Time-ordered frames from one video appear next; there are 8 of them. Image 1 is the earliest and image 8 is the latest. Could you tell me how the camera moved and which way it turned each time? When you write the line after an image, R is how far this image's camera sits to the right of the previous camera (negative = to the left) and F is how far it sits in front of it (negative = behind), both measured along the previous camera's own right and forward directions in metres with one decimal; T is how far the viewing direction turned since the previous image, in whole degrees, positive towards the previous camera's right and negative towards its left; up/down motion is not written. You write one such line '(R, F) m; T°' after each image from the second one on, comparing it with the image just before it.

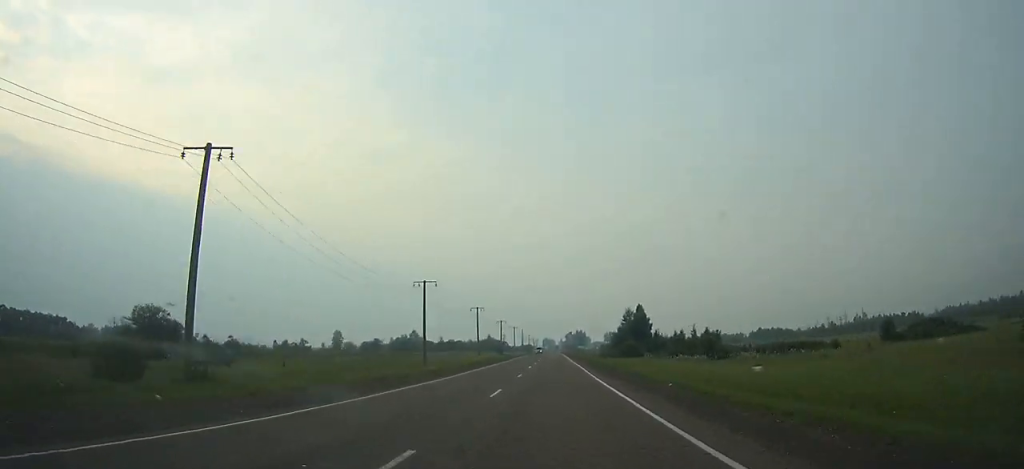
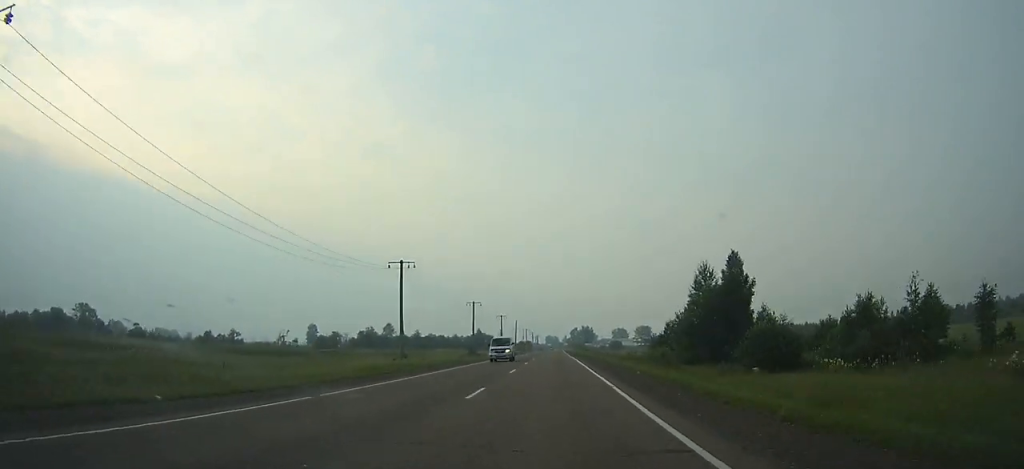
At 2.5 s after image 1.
(0.0, +61.4) m; 0°
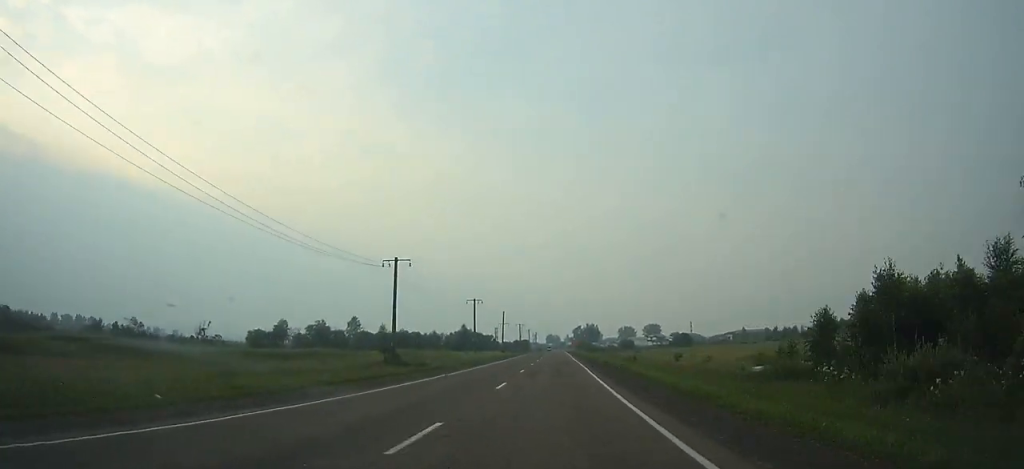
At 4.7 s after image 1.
(-0.1, +52.9) m; 0°
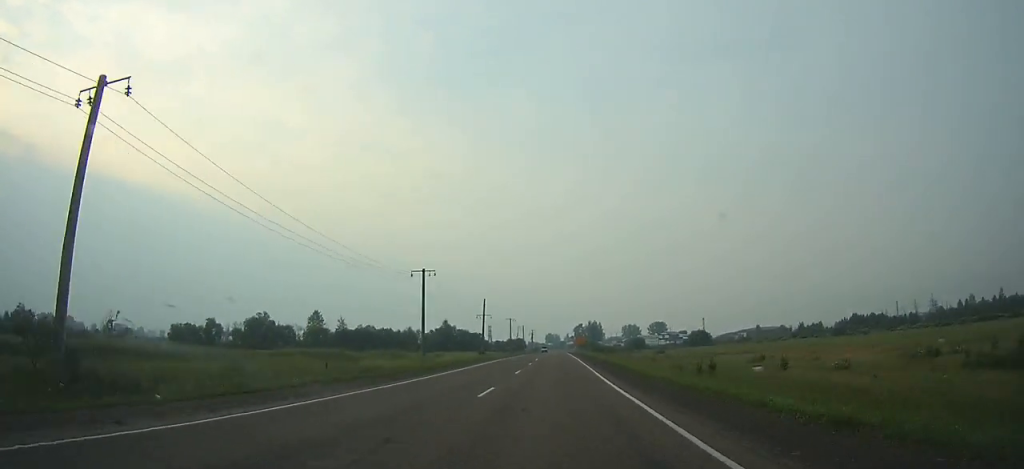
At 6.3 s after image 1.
(0.0, +37.9) m; 0°
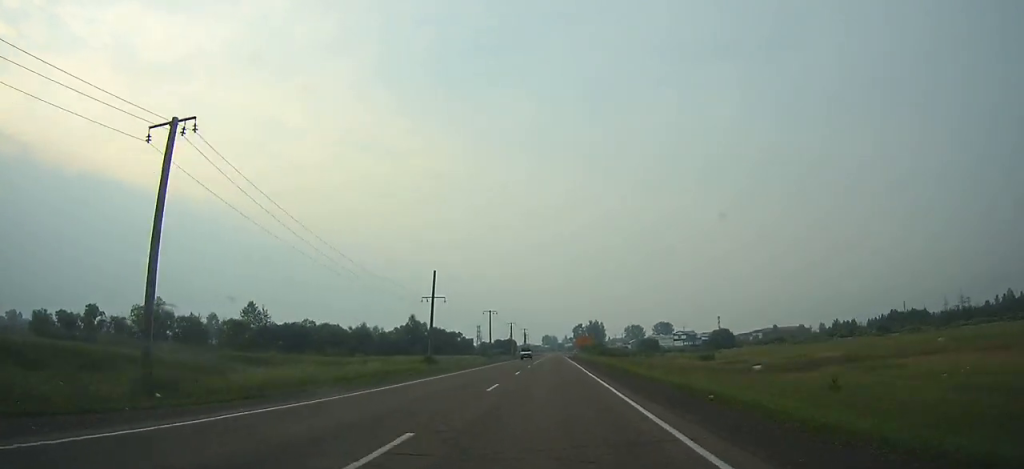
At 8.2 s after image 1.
(-0.1, +45.6) m; 0°
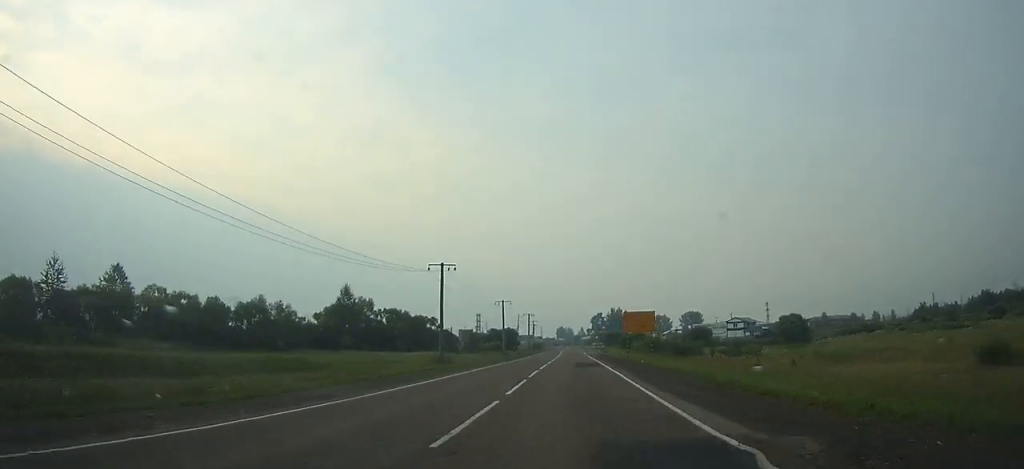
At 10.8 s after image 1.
(-0.1, +63.4) m; 0°
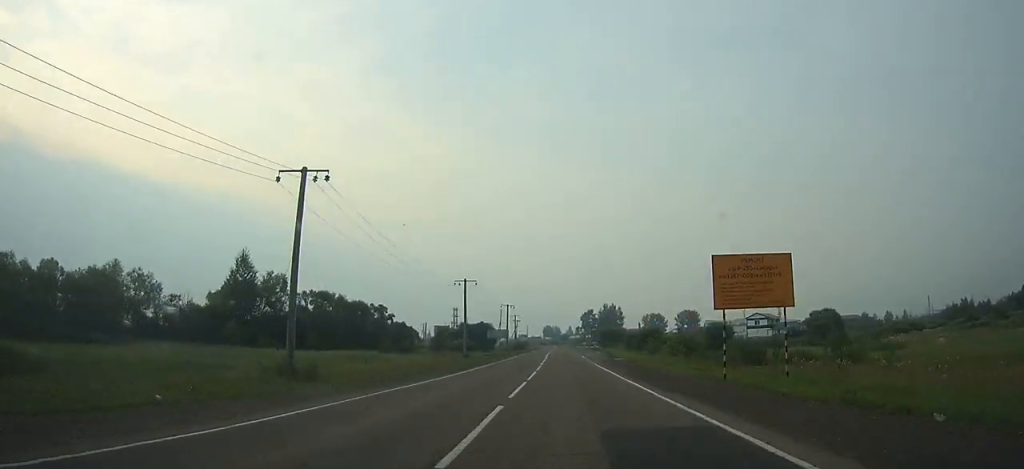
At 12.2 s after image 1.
(0.0, +33.1) m; 0°
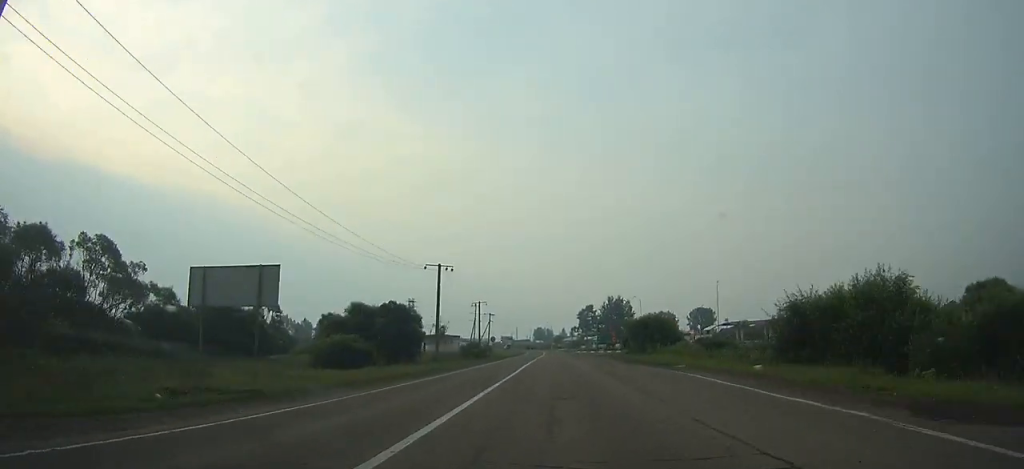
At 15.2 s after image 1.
(+0.3, +68.1) m; 0°
